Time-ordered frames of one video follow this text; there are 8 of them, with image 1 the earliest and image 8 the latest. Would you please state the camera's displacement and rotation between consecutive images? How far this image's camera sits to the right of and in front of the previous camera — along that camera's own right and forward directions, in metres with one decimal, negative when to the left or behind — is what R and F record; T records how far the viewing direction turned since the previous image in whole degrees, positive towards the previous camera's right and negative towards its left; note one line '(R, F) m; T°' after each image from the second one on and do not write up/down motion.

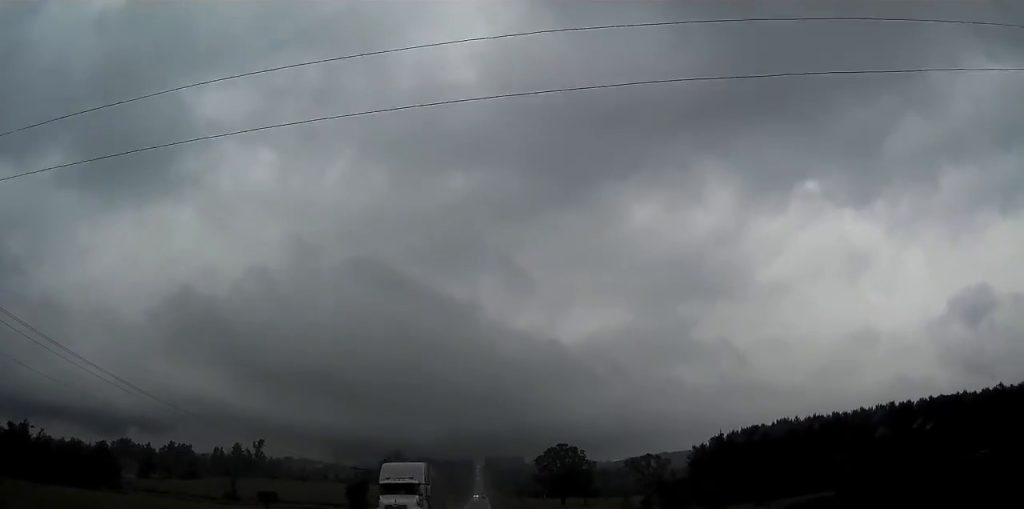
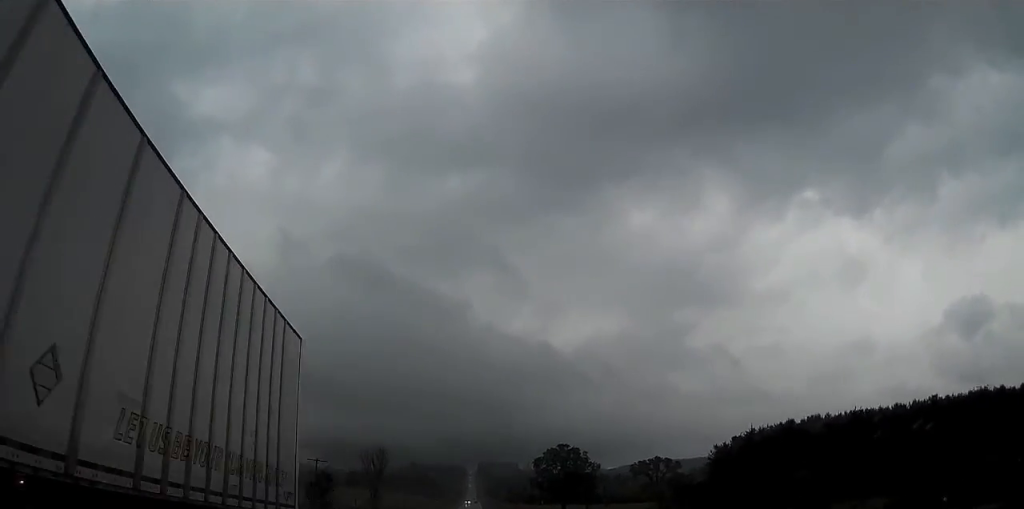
(+0.1, +22.8) m; 0°
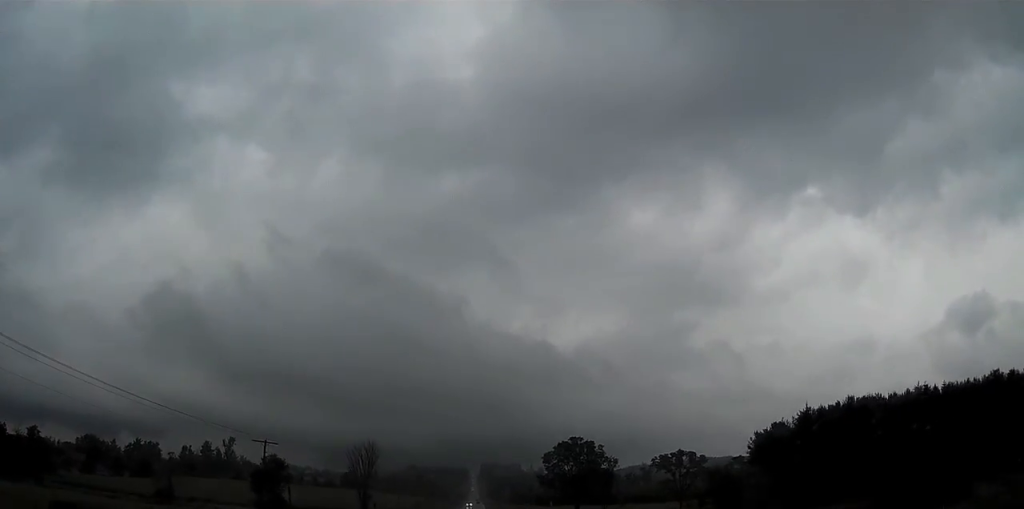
(-0.1, +23.4) m; 0°
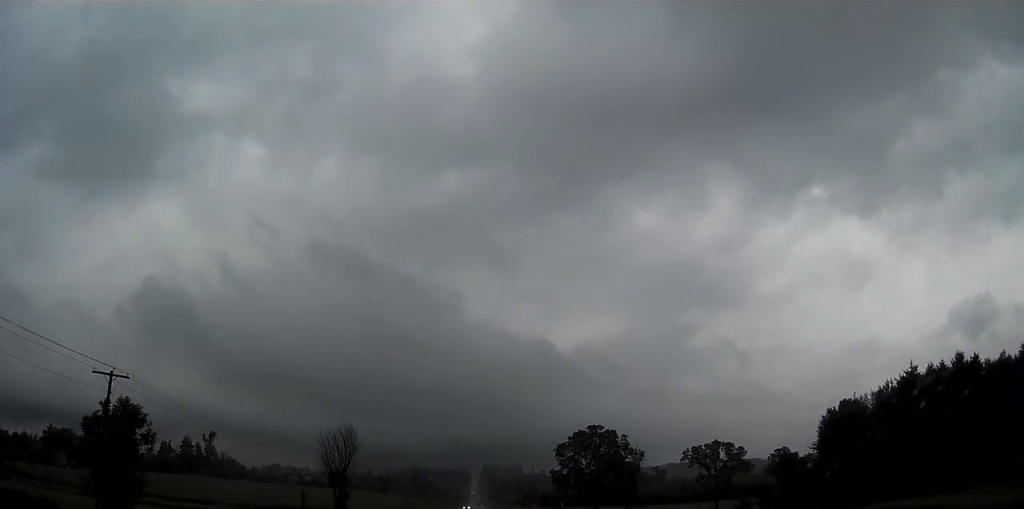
(+0.1, +30.5) m; 0°
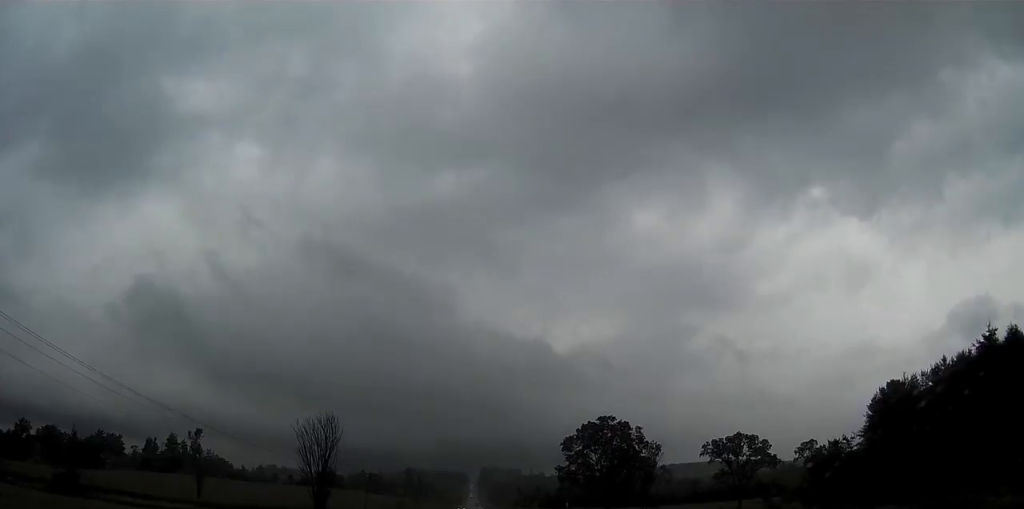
(0.0, +17.0) m; 0°
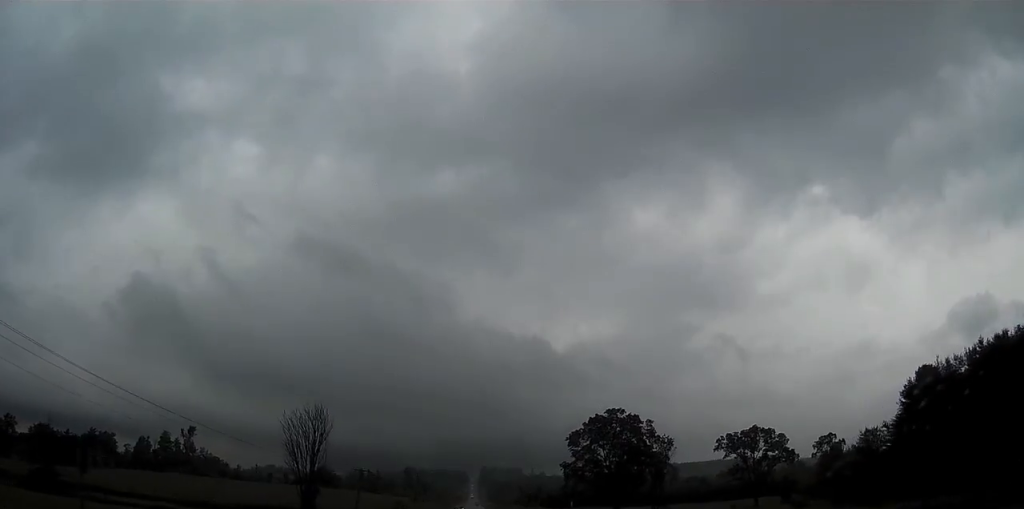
(0.0, +9.3) m; 0°
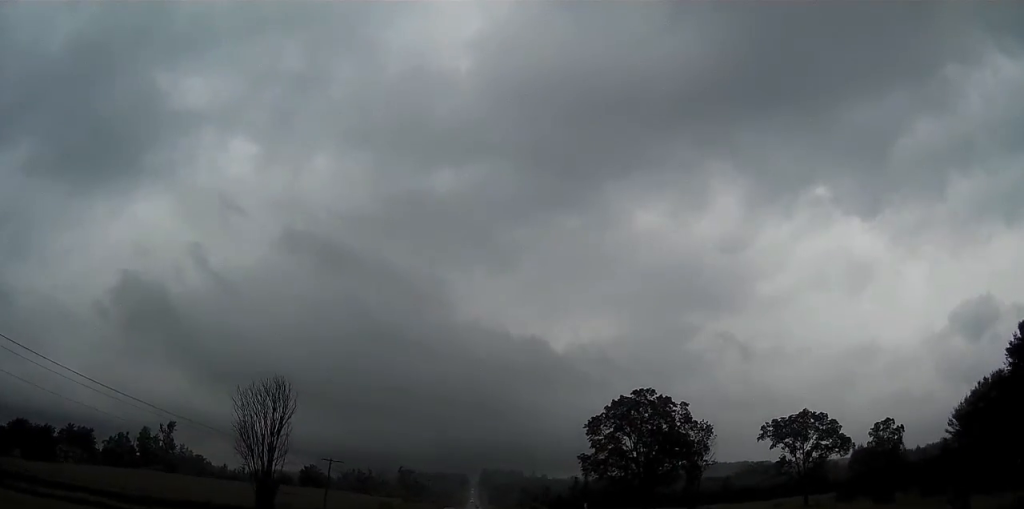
(0.0, +24.2) m; 0°
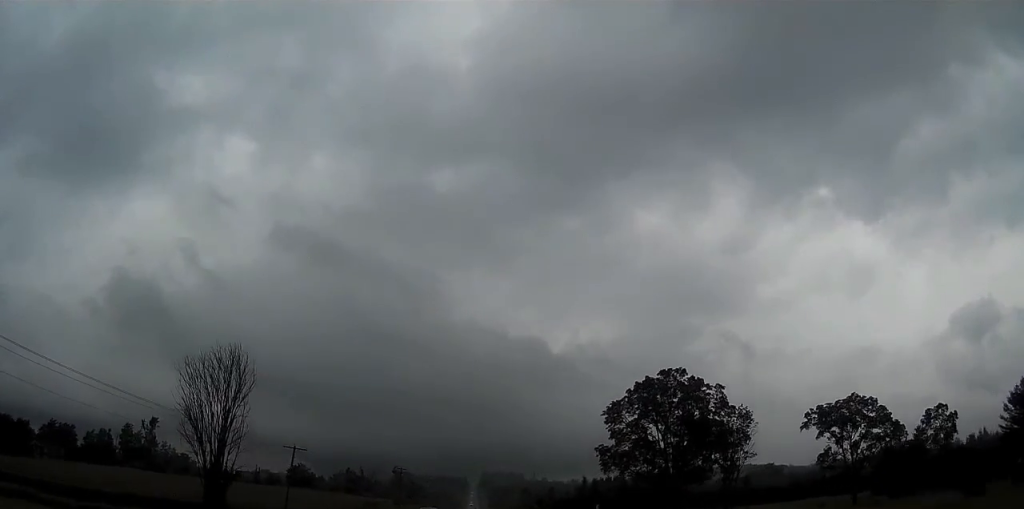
(-0.1, +18.0) m; 0°
